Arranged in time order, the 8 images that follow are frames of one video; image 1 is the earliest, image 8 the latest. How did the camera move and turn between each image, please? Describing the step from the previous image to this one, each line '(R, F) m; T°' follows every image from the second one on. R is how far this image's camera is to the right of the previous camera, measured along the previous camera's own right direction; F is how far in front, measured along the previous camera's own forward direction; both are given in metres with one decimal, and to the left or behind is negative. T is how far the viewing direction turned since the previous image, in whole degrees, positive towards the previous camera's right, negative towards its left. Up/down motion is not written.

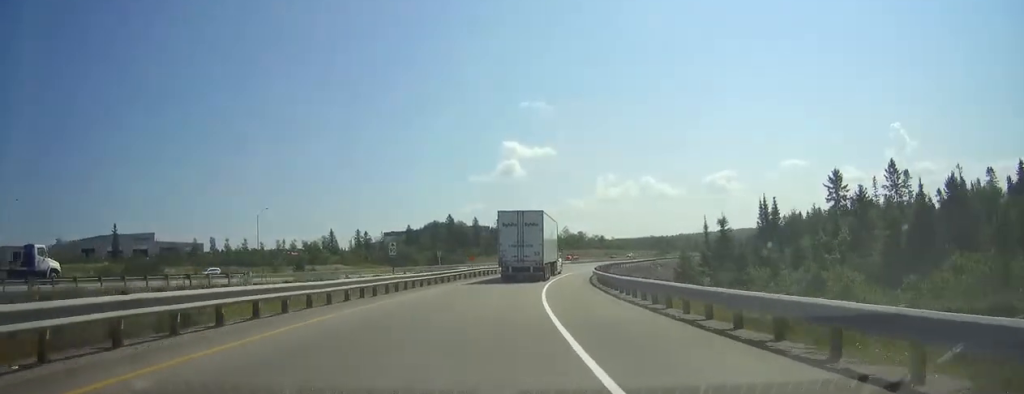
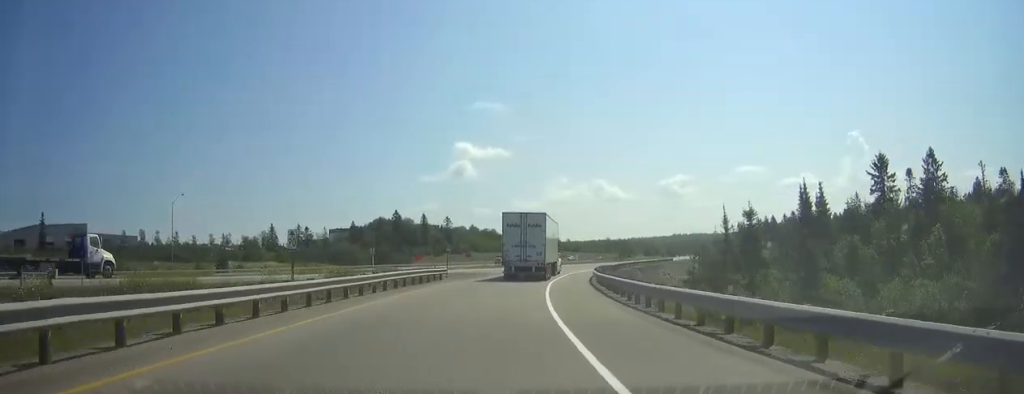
(+0.6, +20.8) m; +3°
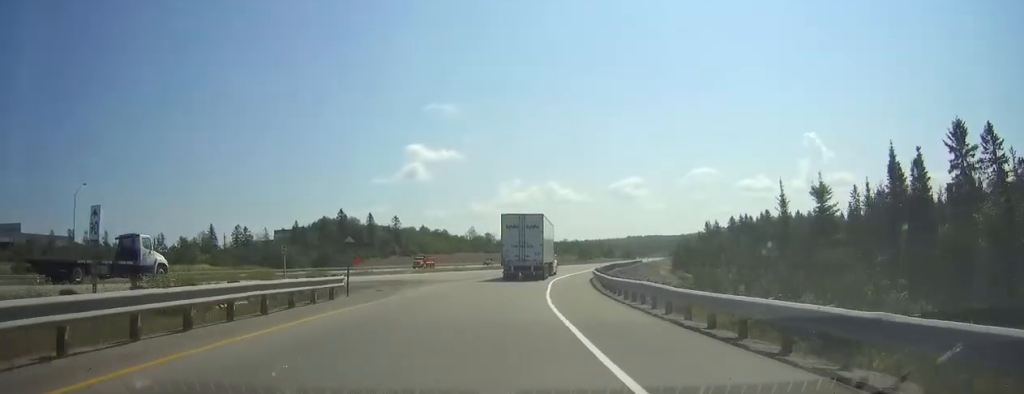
(+0.6, +20.1) m; +4°
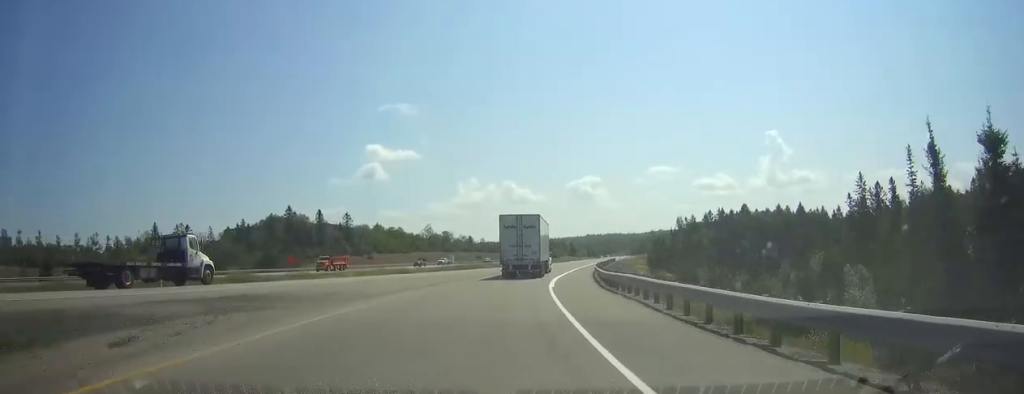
(+0.4, +18.7) m; +3°
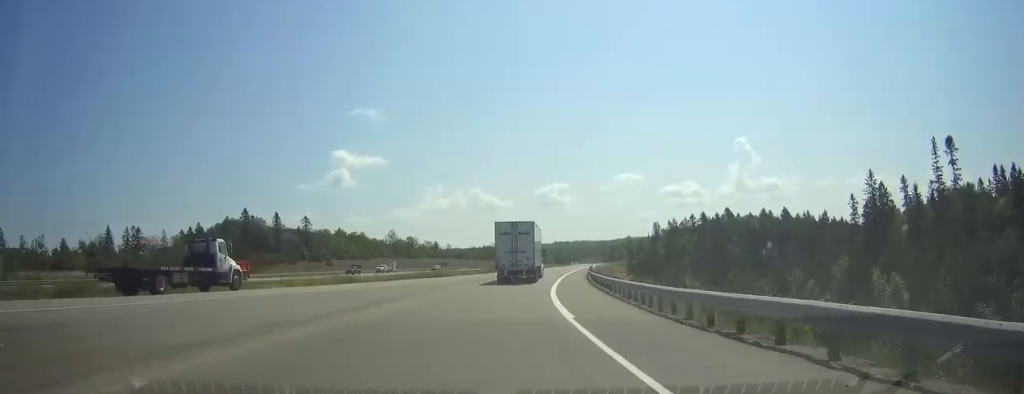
(+0.4, +15.1) m; +3°
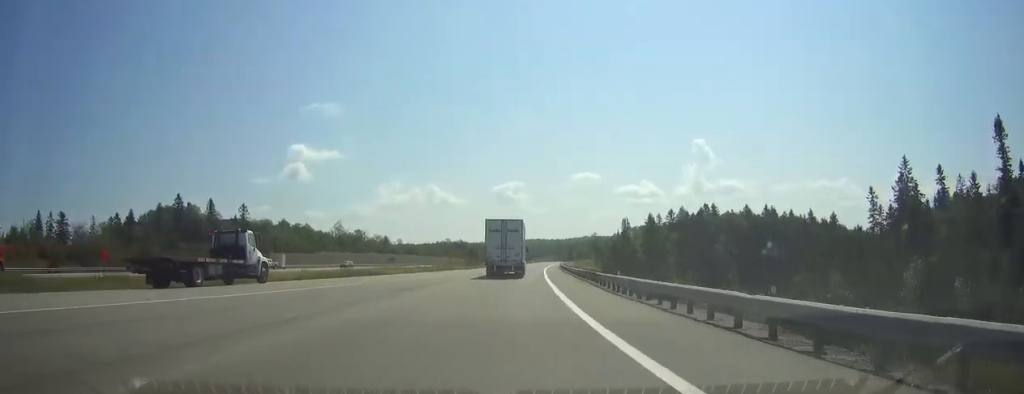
(+0.9, +23.6) m; +4°
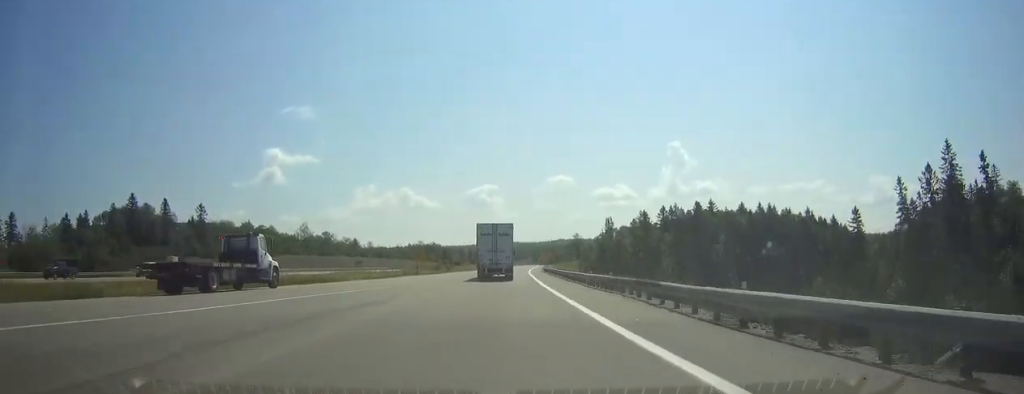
(+0.5, +17.0) m; +2°
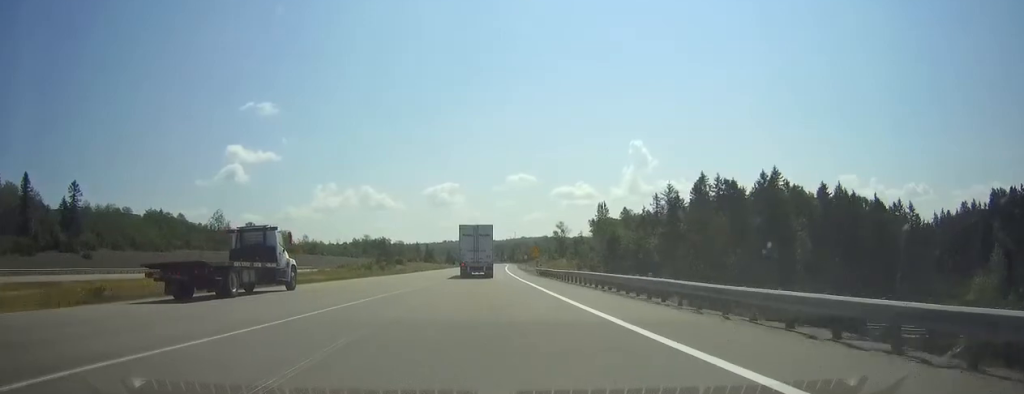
(+2.4, +55.6) m; +4°
